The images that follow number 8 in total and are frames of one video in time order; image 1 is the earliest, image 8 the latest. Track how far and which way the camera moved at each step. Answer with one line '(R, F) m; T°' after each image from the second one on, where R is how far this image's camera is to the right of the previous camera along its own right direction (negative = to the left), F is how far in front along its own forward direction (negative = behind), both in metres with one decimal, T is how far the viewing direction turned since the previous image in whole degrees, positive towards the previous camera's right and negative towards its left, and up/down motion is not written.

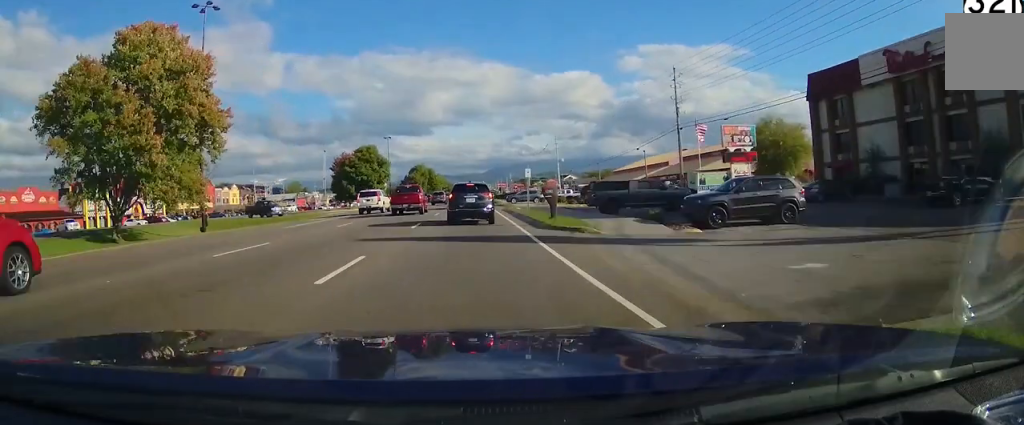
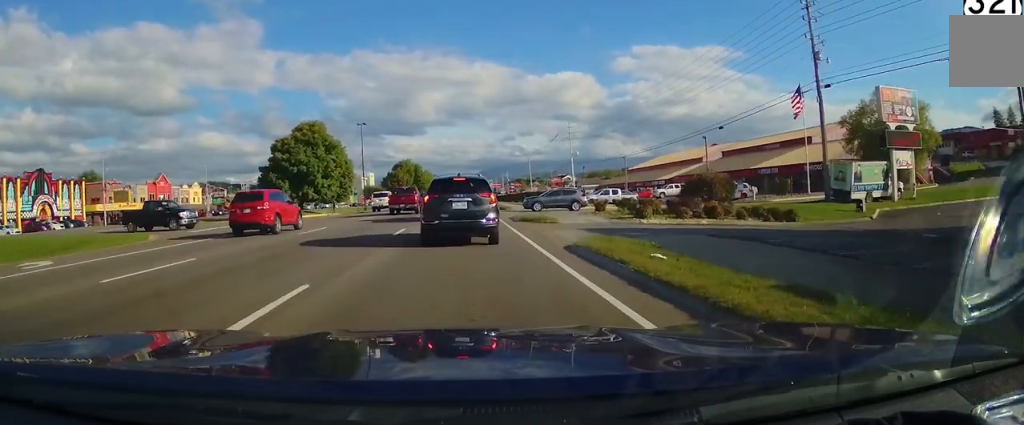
(+0.2, +20.3) m; 0°
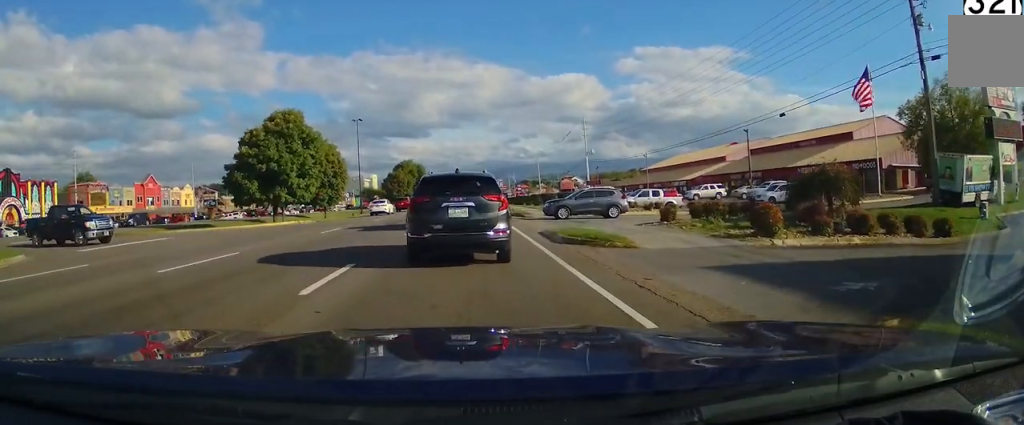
(-0.4, +15.2) m; -2°
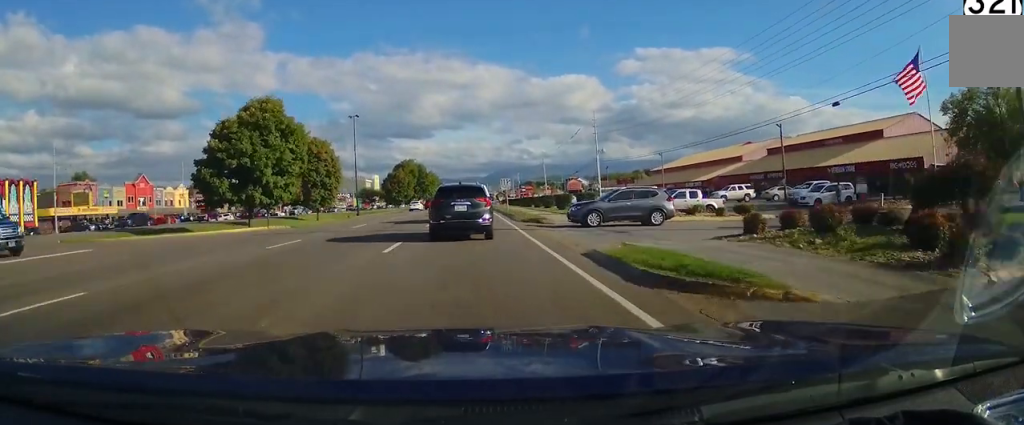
(0.0, +7.6) m; 0°
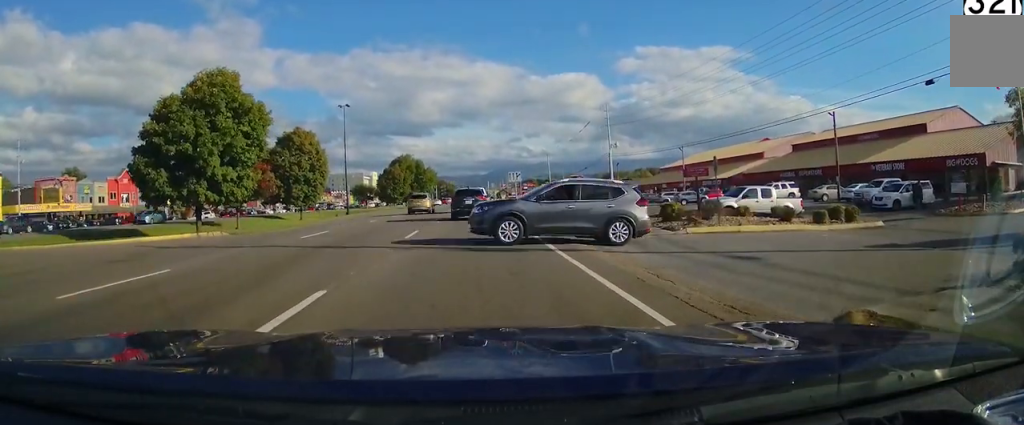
(-0.2, +14.7) m; 0°
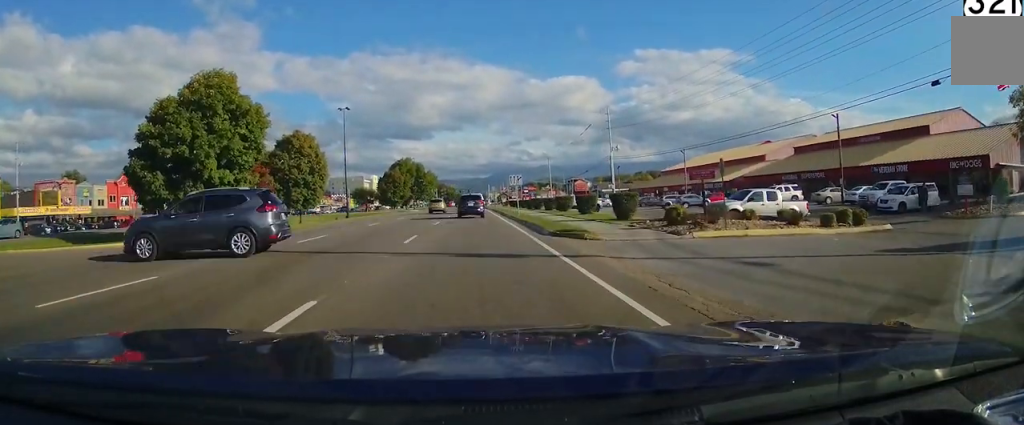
(0.0, +8.2) m; +1°
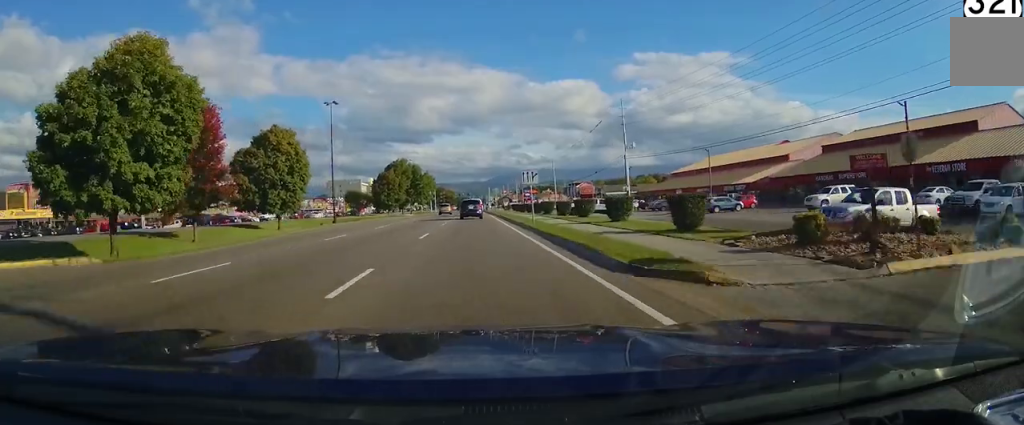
(0.0, +12.4) m; +1°
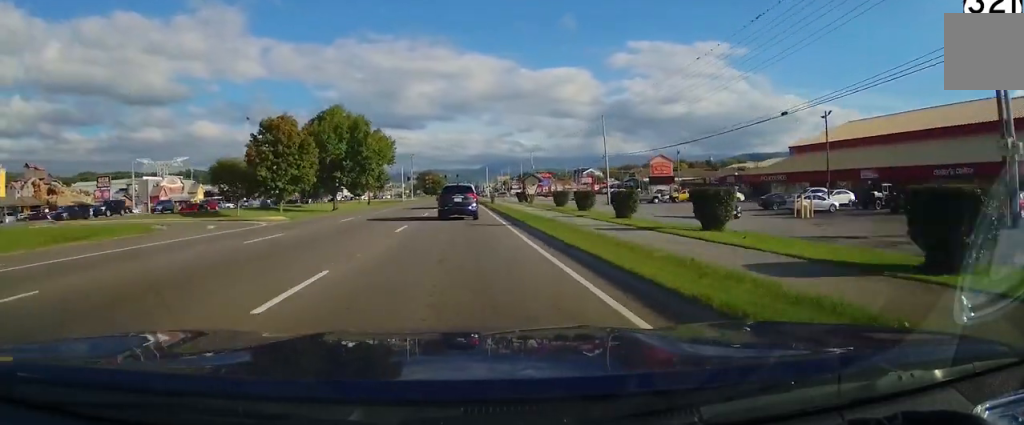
(+1.0, +50.7) m; +1°
